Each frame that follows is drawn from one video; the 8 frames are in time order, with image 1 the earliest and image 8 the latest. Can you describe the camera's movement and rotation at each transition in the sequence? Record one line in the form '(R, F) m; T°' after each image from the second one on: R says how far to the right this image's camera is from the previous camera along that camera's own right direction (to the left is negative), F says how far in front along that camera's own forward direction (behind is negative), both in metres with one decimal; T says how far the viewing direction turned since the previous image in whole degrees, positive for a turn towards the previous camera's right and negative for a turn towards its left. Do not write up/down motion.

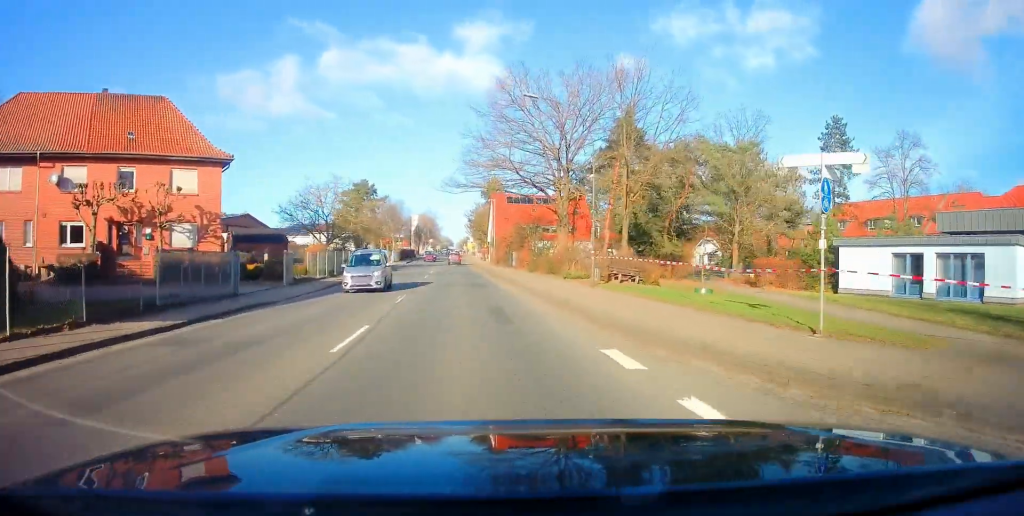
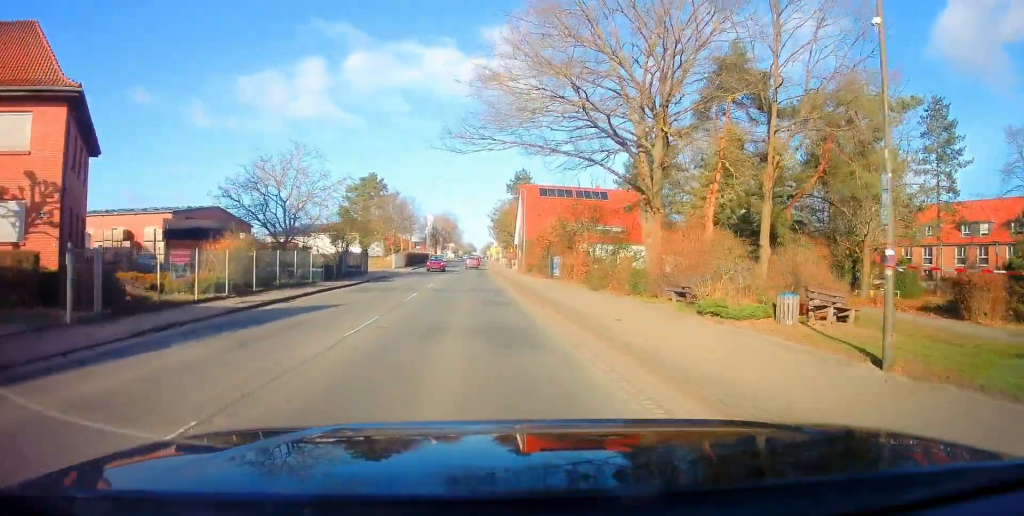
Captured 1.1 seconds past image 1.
(-0.4, +15.7) m; -3°
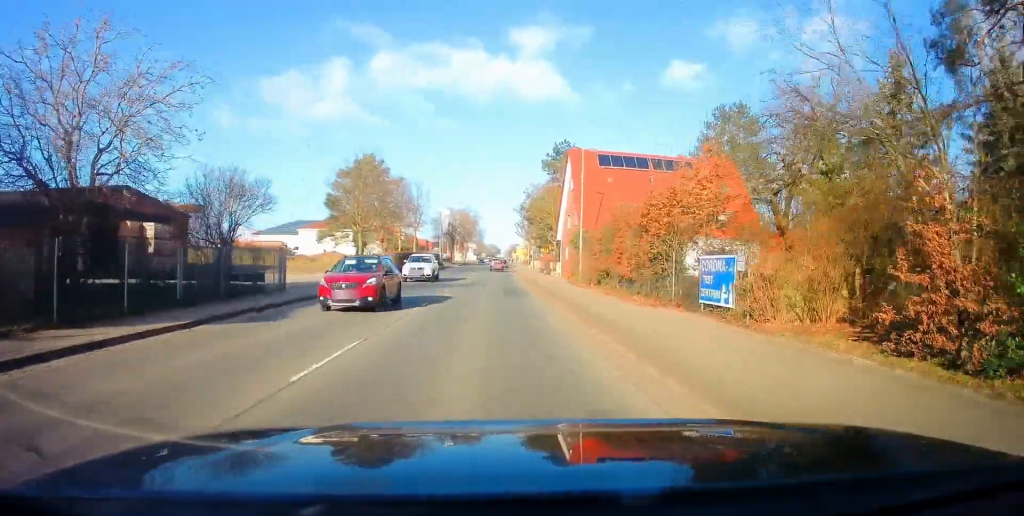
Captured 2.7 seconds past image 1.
(-0.5, +21.4) m; -1°
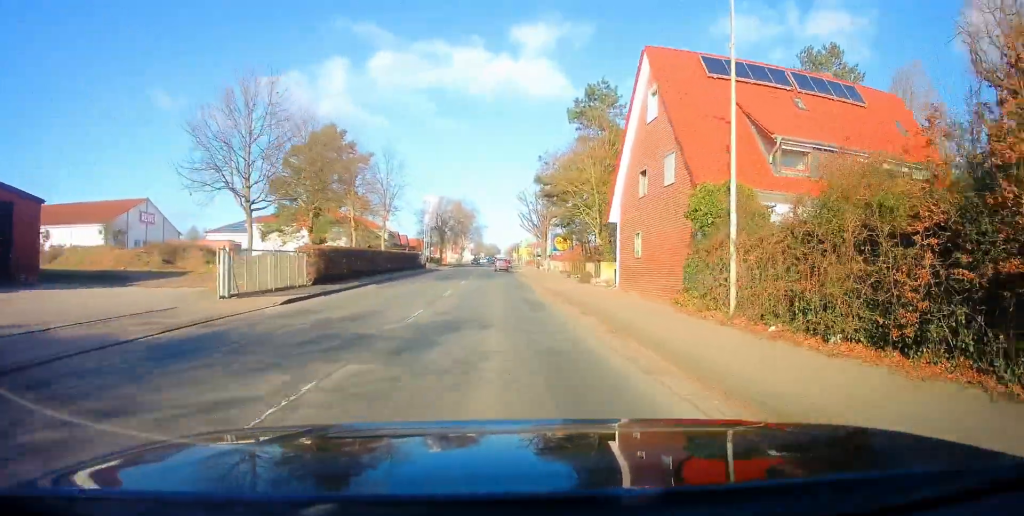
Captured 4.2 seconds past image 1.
(0.0, +20.6) m; 0°
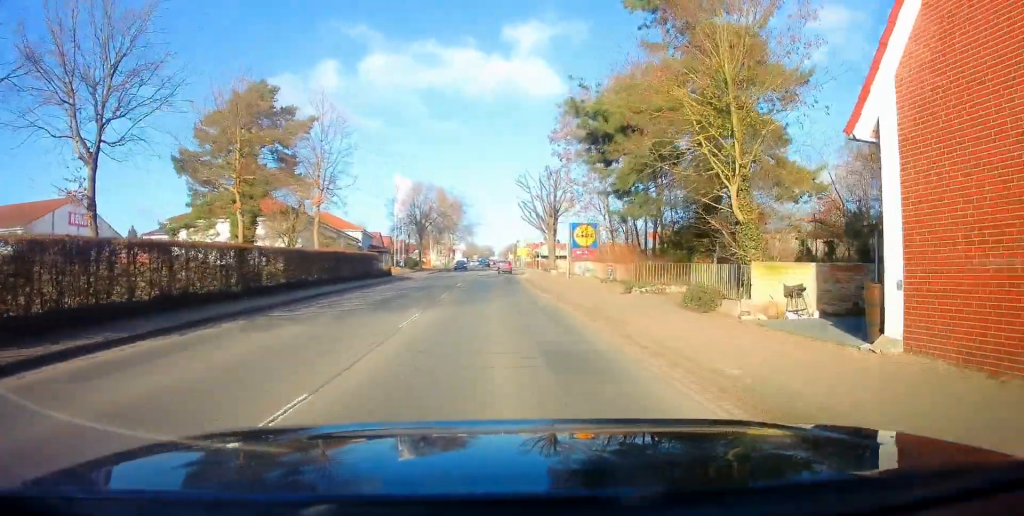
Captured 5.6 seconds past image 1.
(0.0, +18.6) m; 0°
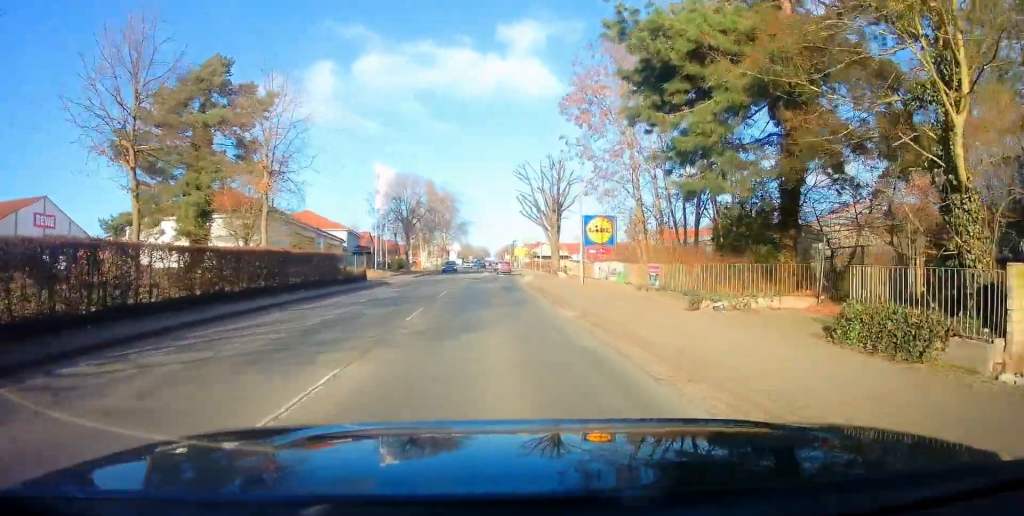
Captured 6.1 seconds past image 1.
(0.0, +7.5) m; 0°
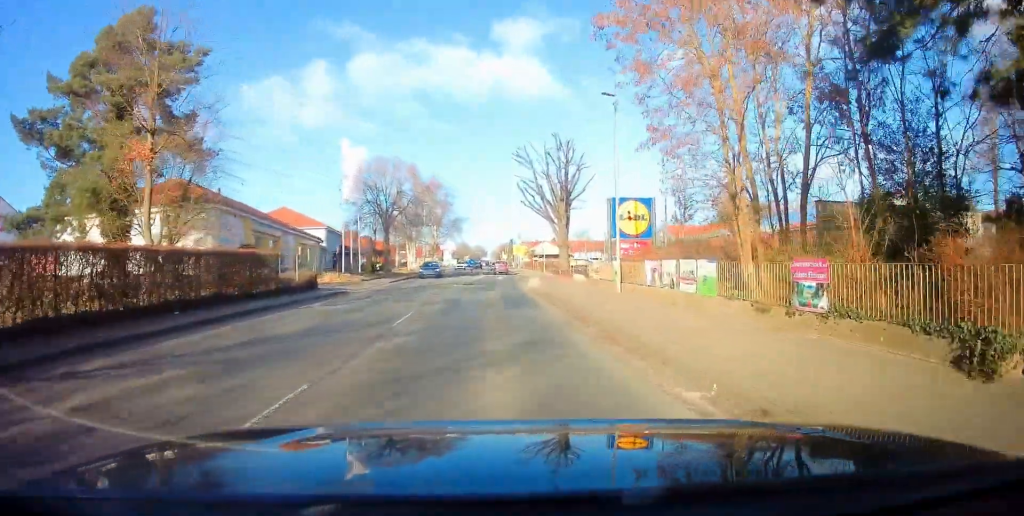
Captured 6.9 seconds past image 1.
(0.0, +9.6) m; 0°
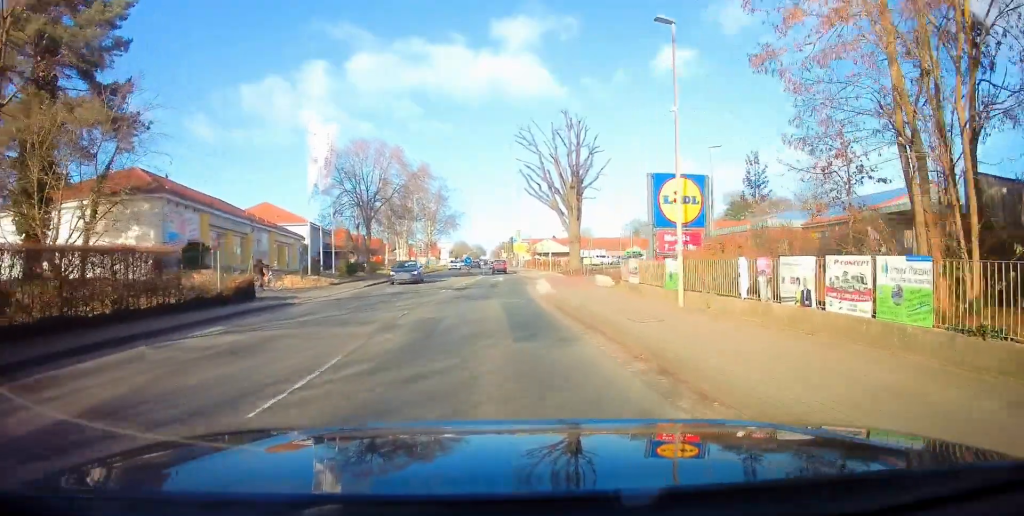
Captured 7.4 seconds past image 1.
(0.0, +7.2) m; 0°
